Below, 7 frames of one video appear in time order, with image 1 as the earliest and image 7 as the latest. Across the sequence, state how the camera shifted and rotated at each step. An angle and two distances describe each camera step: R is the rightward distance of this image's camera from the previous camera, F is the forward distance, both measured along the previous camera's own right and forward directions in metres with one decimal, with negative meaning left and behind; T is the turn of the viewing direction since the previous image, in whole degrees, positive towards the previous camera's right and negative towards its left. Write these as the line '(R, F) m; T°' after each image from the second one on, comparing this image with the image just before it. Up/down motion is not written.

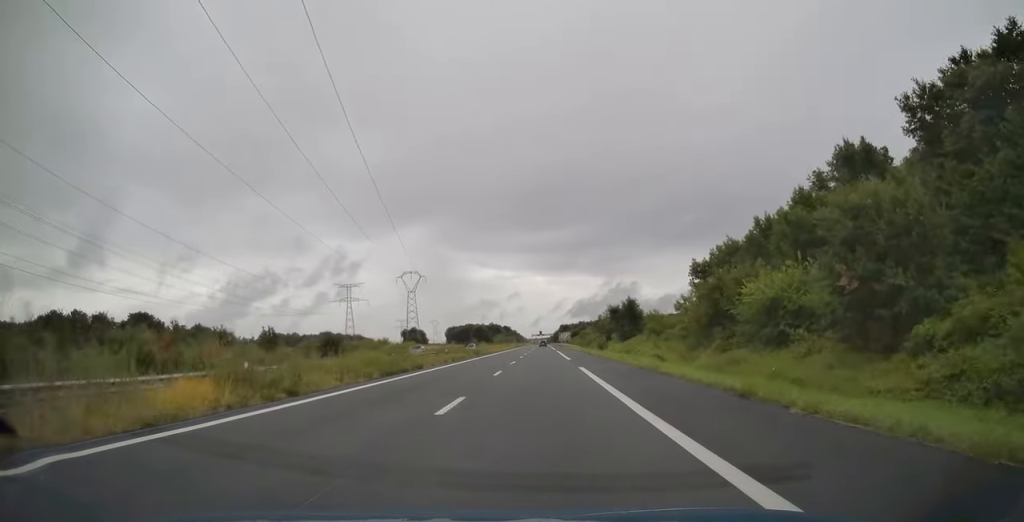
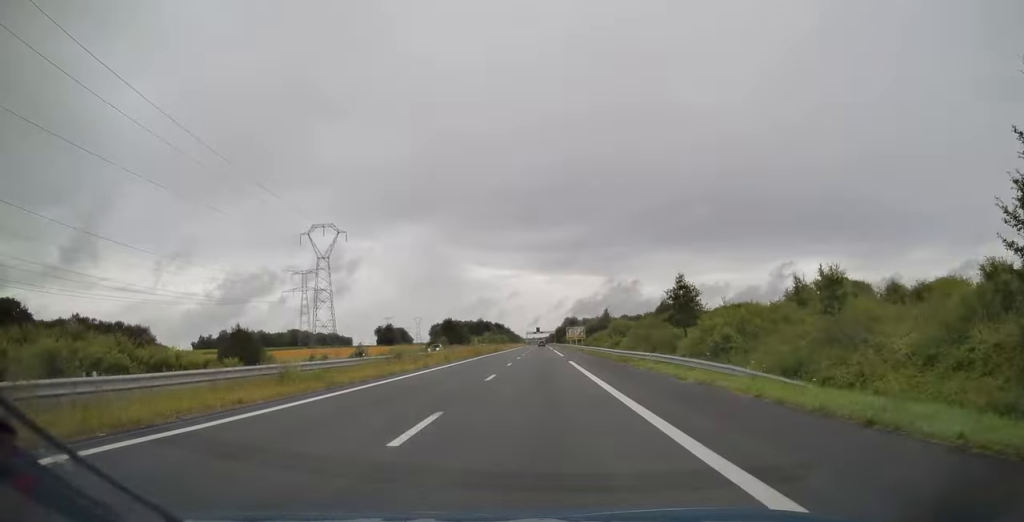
(-0.2, +93.8) m; 0°
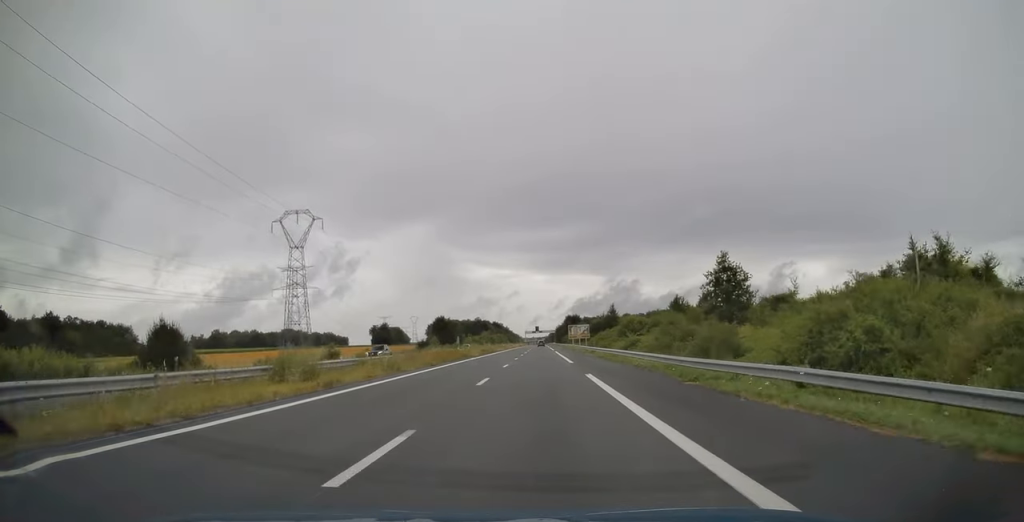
(0.0, +15.6) m; 0°
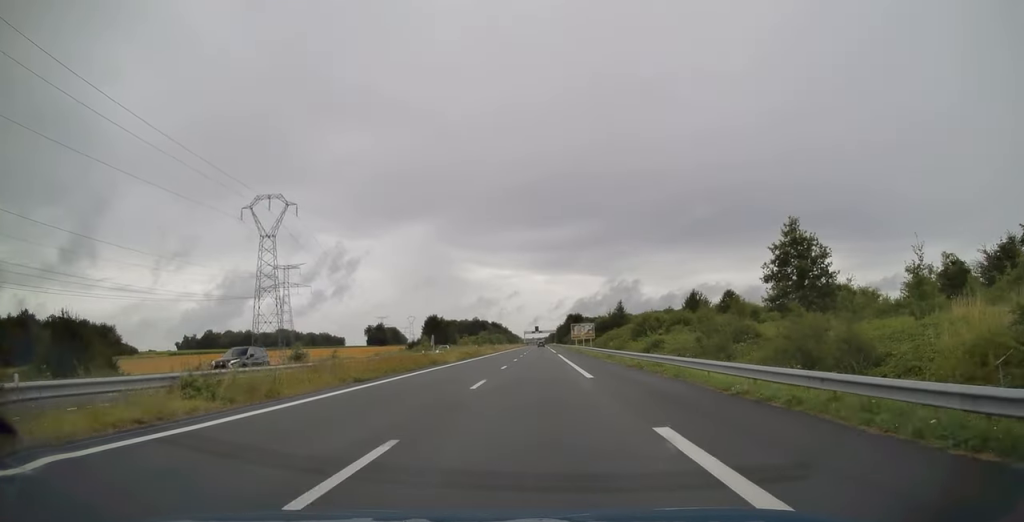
(0.0, +14.0) m; 0°
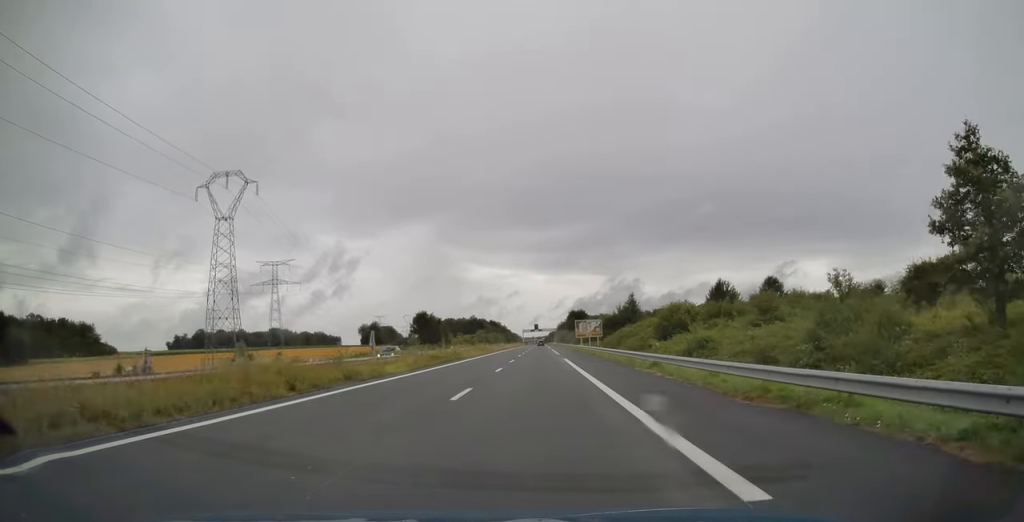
(0.0, +16.6) m; 0°
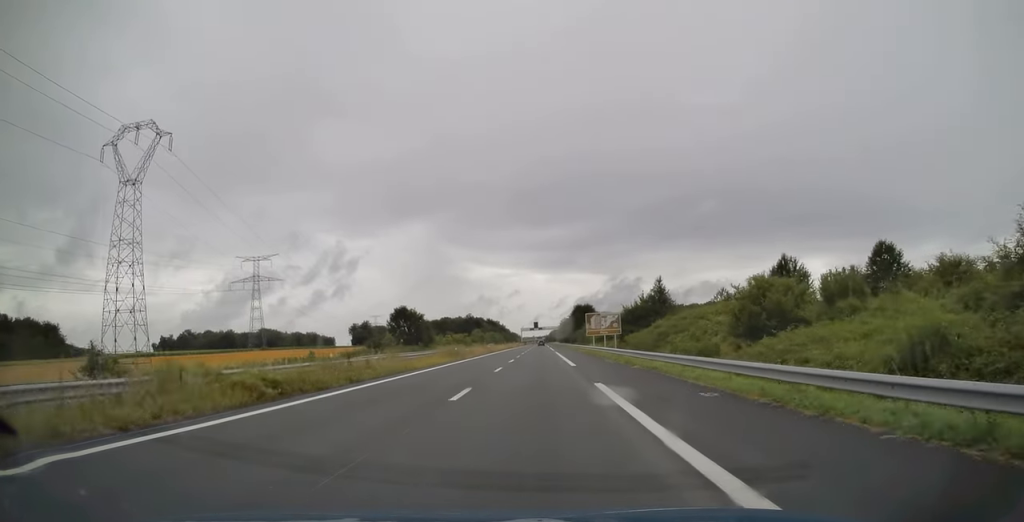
(0.0, +25.7) m; 0°
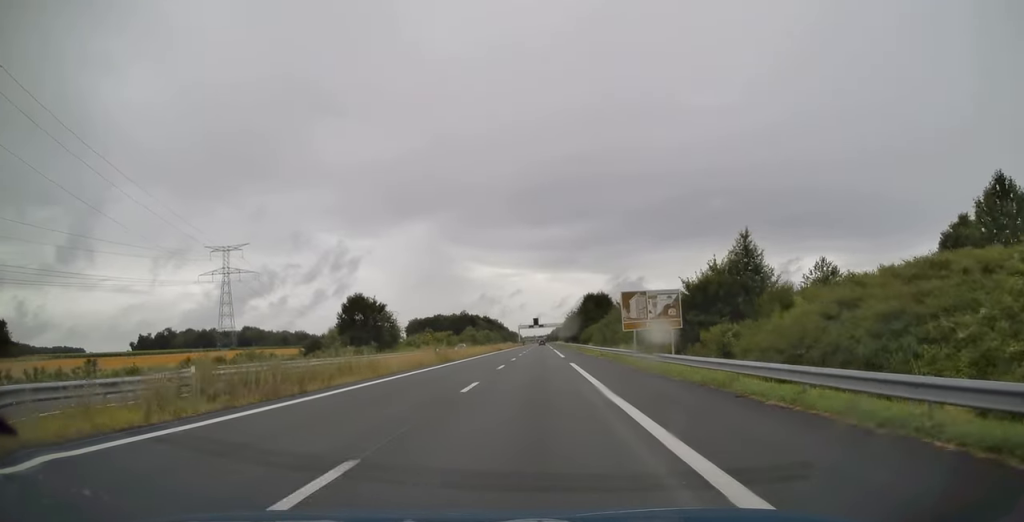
(-0.1, +36.4) m; 0°
